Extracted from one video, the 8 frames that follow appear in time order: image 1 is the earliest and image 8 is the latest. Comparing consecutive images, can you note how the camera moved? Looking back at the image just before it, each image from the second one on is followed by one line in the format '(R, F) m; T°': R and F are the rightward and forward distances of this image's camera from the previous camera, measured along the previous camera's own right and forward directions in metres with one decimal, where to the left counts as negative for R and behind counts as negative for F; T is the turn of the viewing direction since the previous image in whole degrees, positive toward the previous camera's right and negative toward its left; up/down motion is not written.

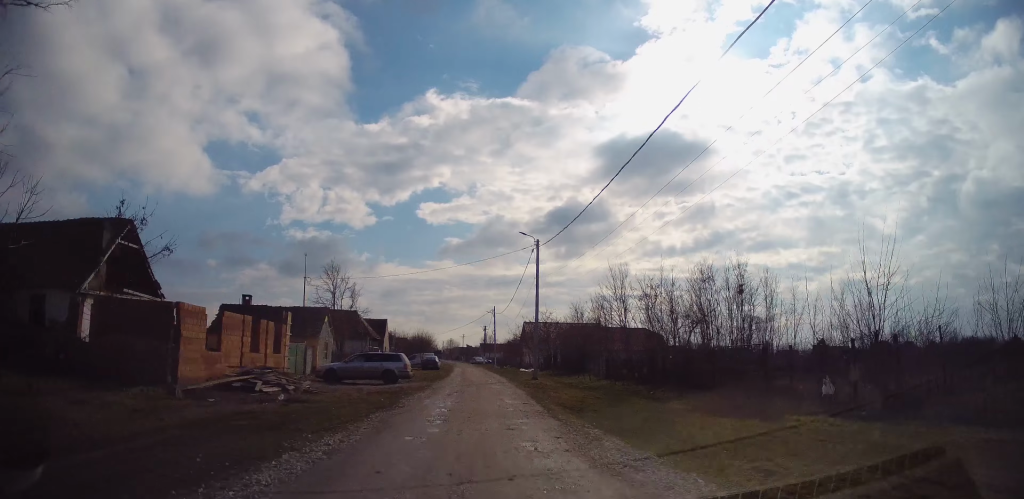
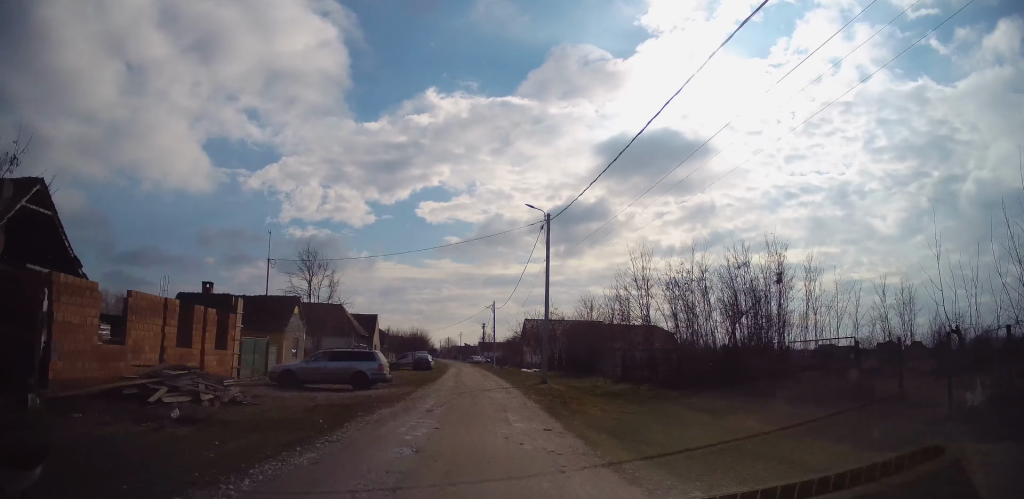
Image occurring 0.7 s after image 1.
(-0.1, +5.4) m; -1°
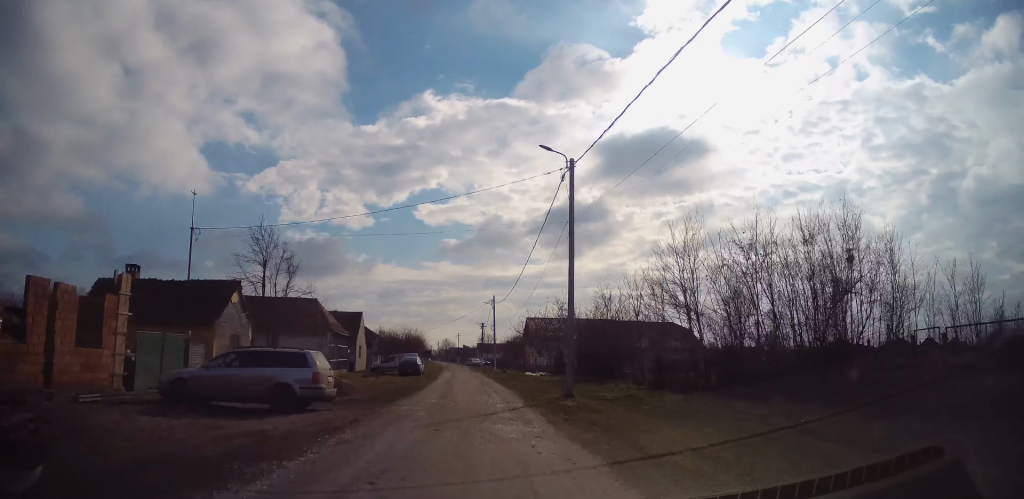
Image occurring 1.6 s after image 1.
(-0.1, +7.5) m; +1°
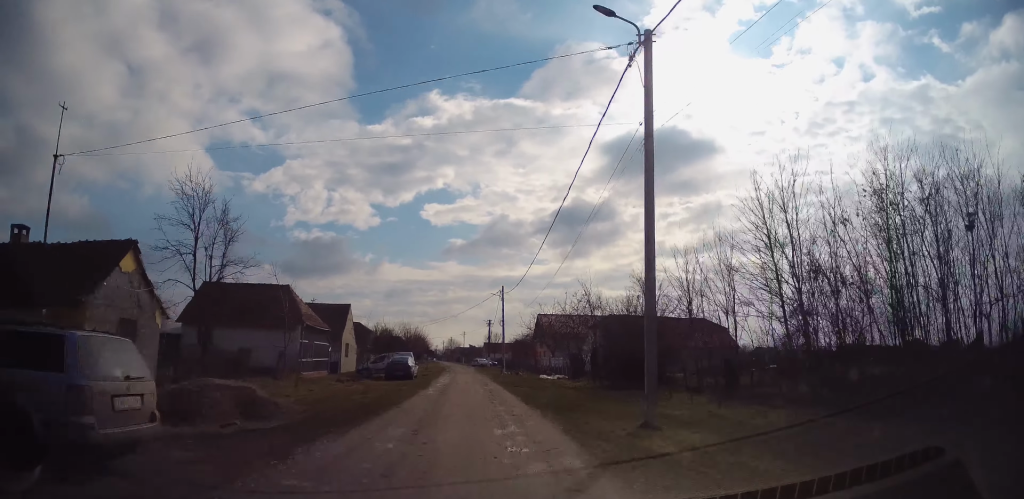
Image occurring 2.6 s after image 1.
(+0.2, +8.2) m; +1°
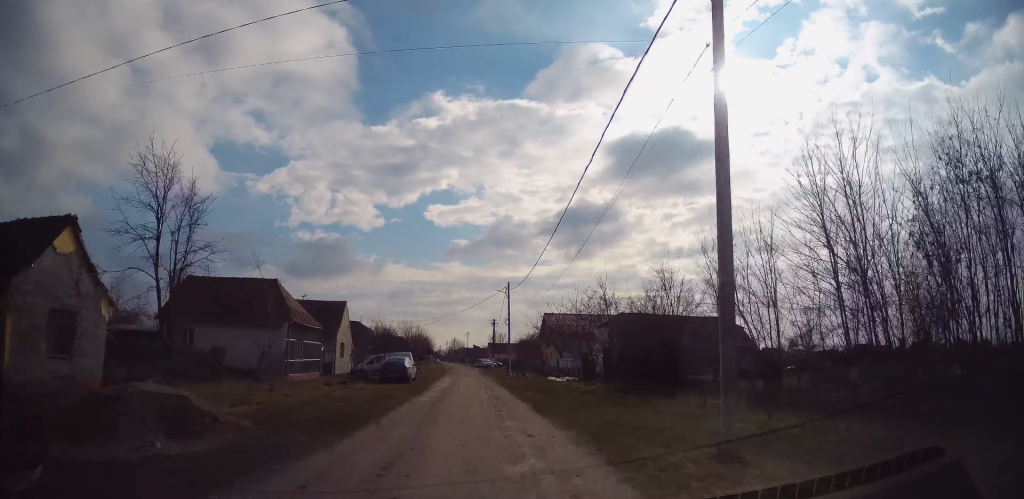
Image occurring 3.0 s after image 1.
(+0.1, +3.2) m; -1°
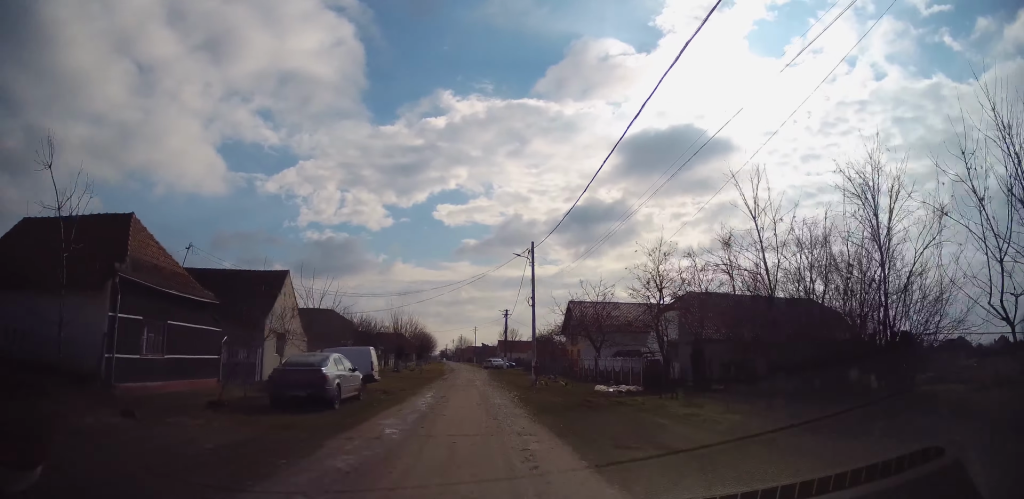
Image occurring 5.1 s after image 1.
(-0.8, +16.3) m; -1°
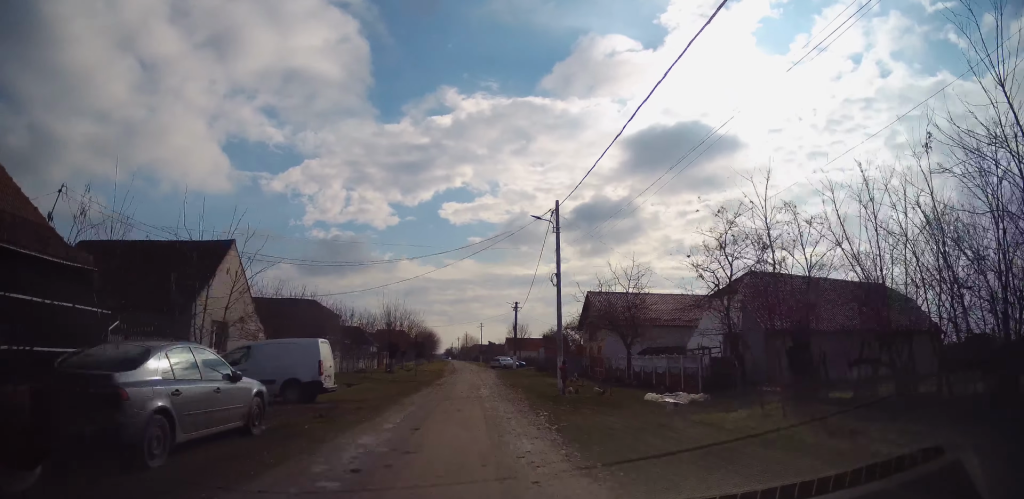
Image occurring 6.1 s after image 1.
(+0.3, +7.8) m; 0°
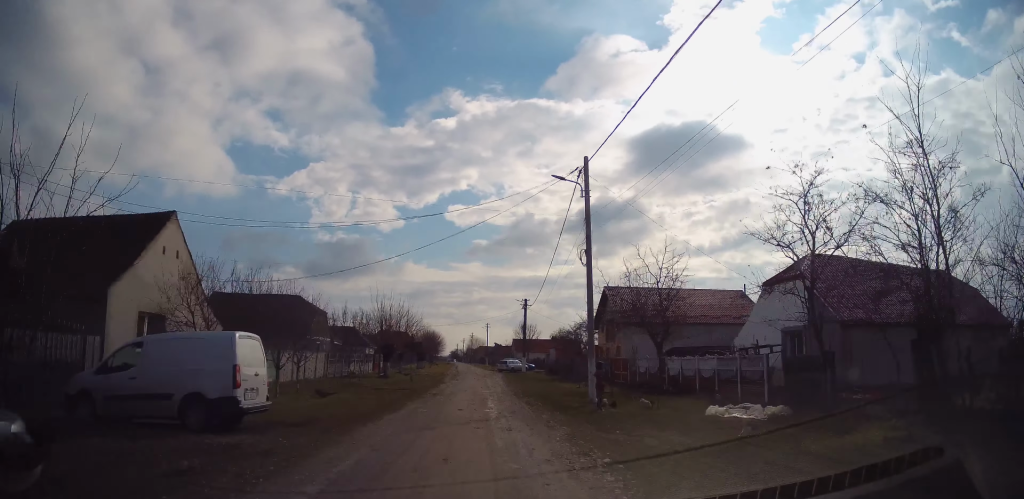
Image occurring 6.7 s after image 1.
(-0.1, +5.4) m; -1°
